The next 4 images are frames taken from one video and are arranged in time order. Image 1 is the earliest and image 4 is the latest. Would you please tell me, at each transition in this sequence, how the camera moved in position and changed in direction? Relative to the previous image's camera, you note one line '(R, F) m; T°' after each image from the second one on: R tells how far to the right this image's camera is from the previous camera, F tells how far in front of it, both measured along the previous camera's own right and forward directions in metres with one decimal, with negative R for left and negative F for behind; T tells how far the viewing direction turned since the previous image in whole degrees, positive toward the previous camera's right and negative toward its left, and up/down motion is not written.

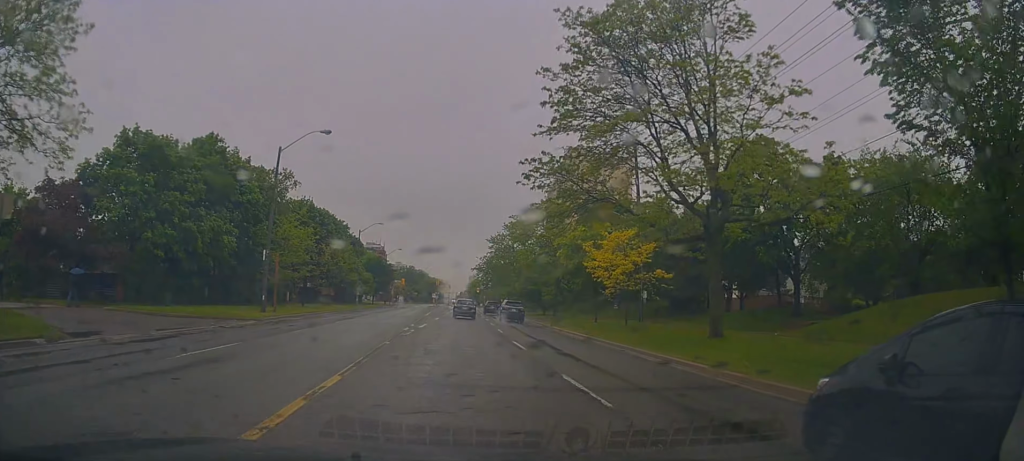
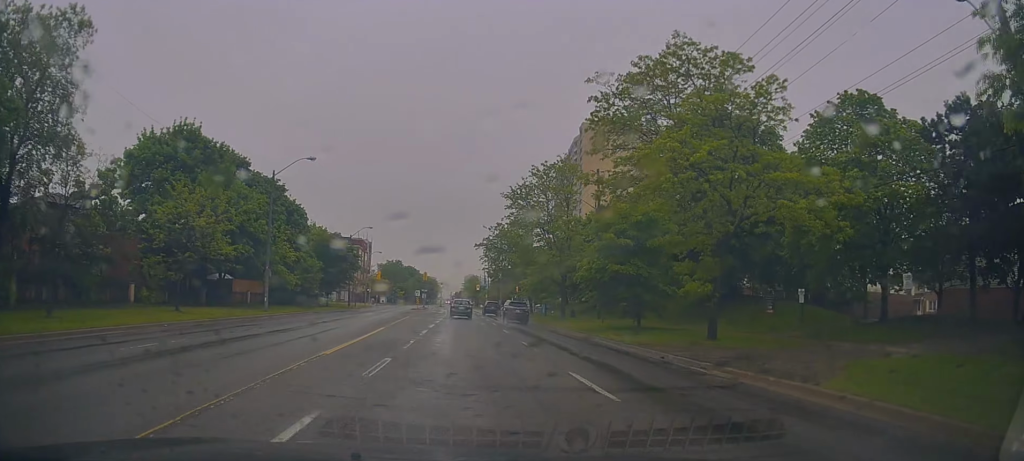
(-0.8, +36.0) m; +3°
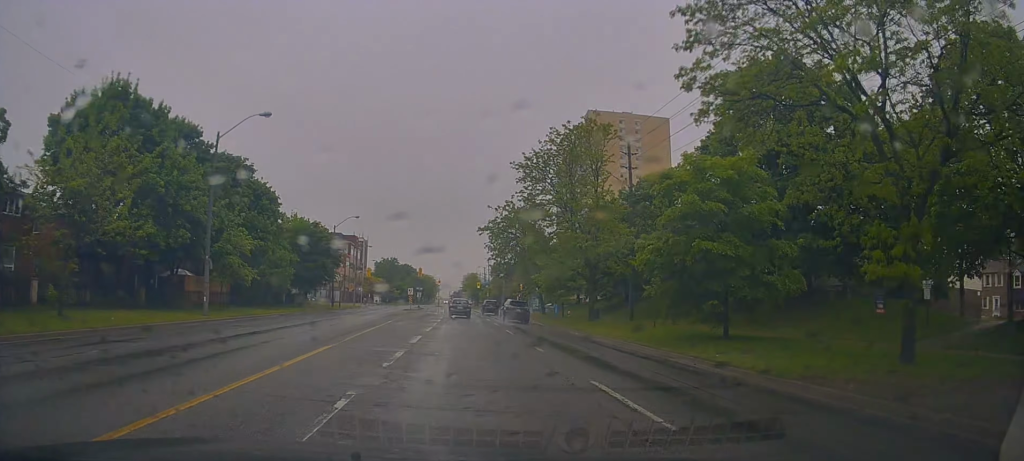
(0.0, +10.1) m; 0°
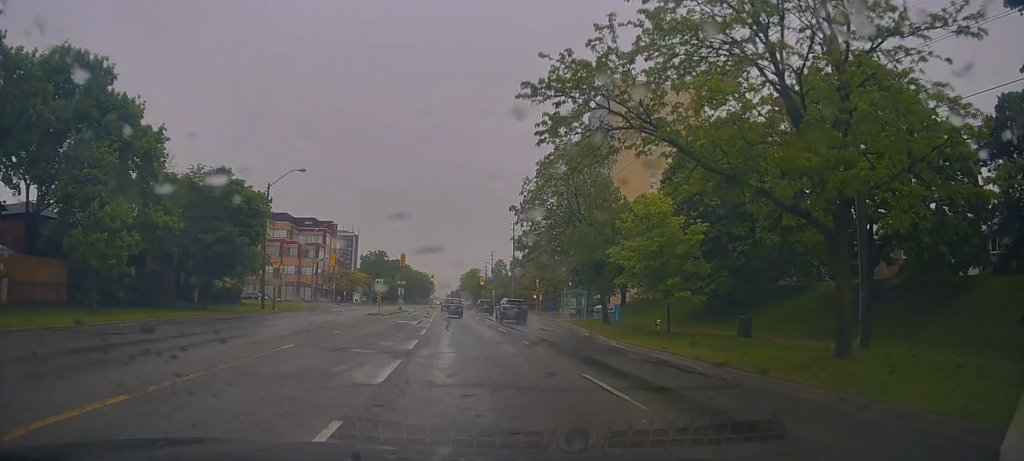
(-0.4, +26.3) m; -3°
